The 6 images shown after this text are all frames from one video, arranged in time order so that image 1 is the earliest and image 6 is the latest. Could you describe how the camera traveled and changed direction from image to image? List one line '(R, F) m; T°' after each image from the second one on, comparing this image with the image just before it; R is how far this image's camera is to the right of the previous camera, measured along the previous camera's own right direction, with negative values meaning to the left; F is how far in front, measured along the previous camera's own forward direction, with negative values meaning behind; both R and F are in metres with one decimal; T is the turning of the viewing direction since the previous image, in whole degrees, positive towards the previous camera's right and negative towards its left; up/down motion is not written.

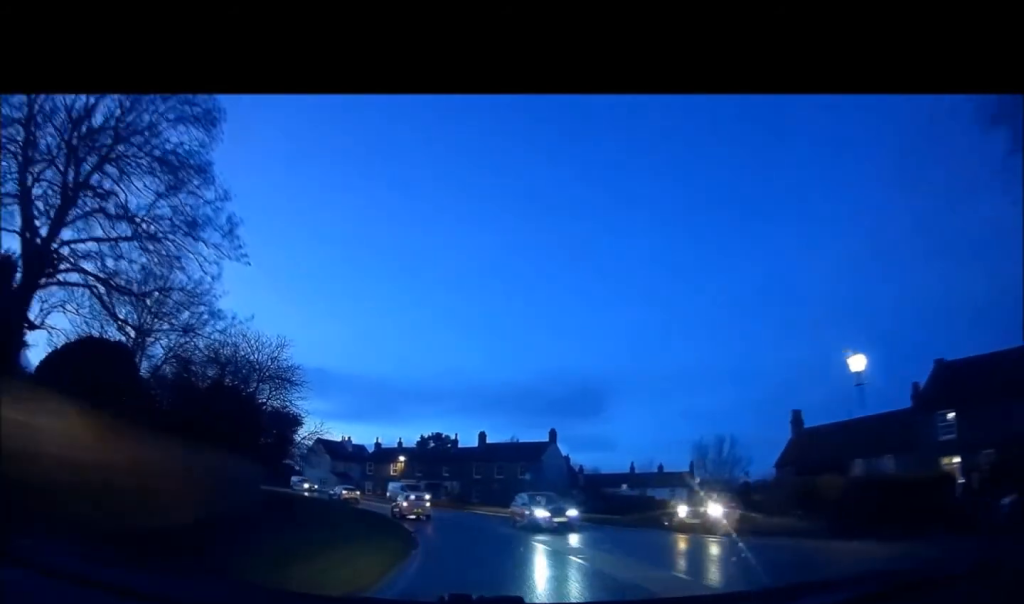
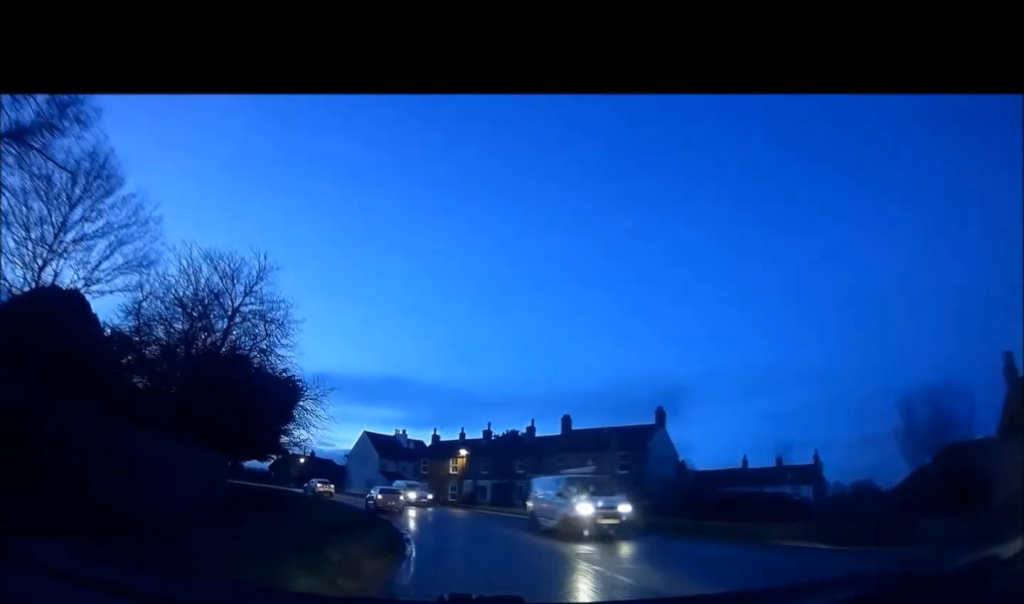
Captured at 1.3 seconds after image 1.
(-1.0, +13.8) m; -9°
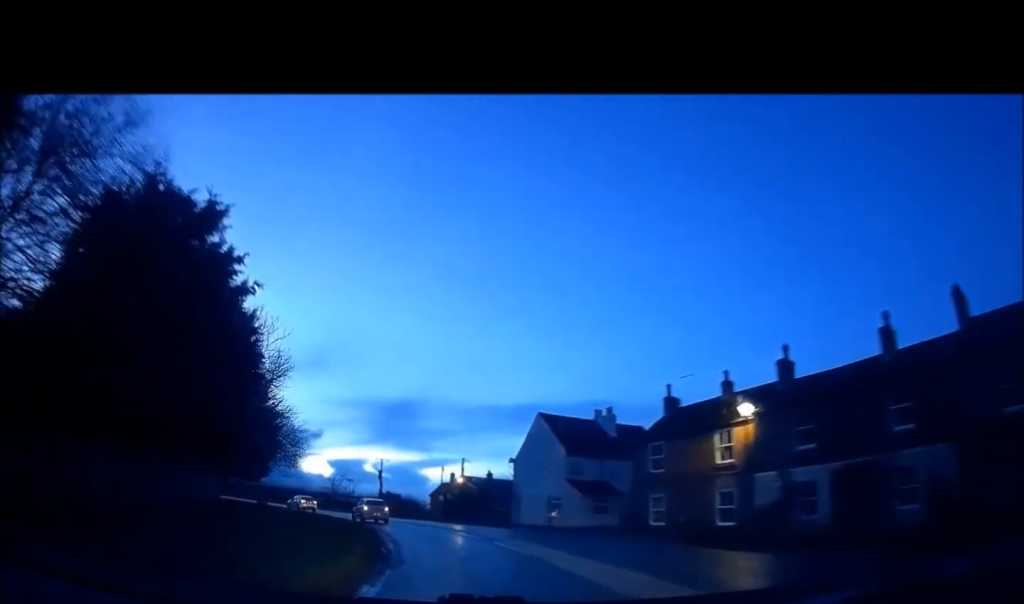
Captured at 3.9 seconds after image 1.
(-5.0, +27.1) m; -22°
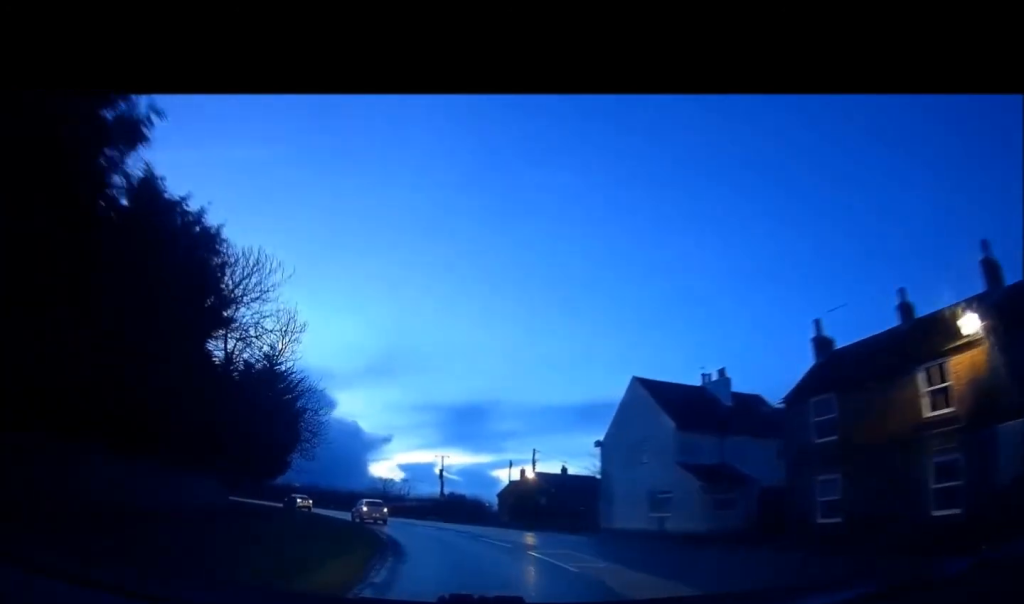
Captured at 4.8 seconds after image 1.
(-0.7, +9.4) m; -8°
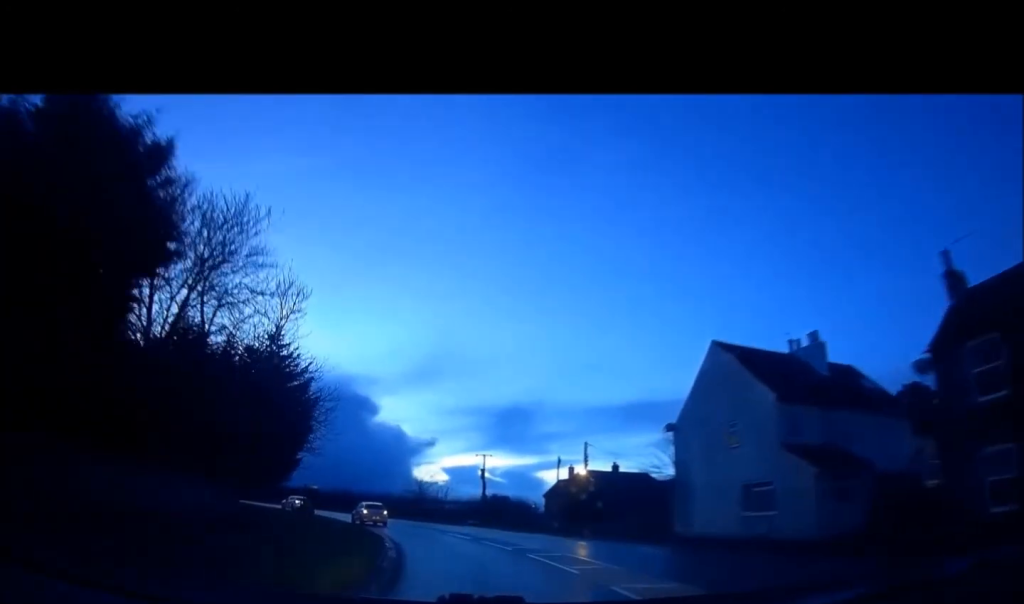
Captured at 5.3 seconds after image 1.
(-0.3, +5.6) m; -4°
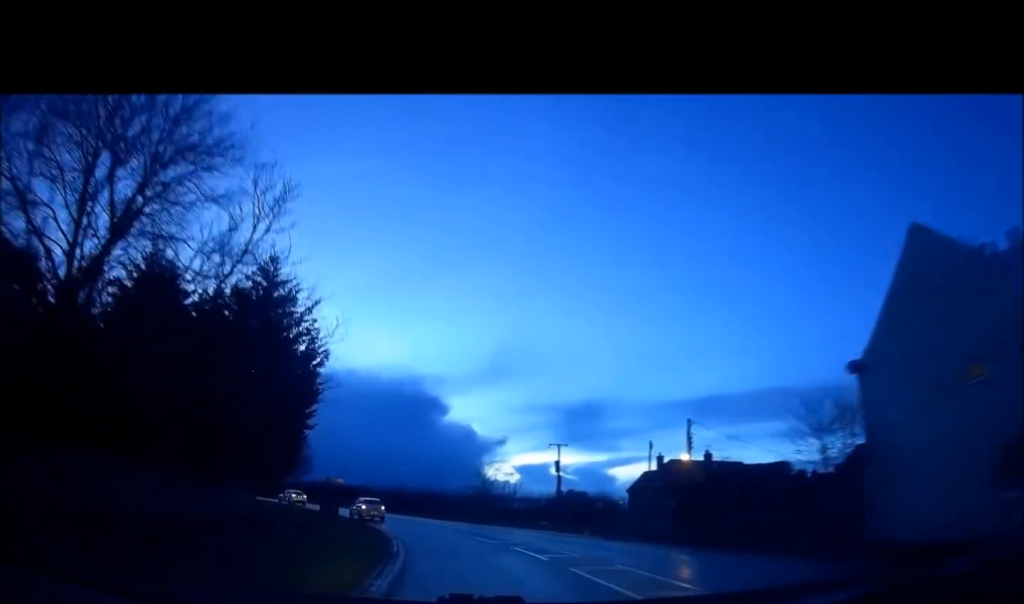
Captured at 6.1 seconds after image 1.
(-0.5, +8.7) m; -5°
